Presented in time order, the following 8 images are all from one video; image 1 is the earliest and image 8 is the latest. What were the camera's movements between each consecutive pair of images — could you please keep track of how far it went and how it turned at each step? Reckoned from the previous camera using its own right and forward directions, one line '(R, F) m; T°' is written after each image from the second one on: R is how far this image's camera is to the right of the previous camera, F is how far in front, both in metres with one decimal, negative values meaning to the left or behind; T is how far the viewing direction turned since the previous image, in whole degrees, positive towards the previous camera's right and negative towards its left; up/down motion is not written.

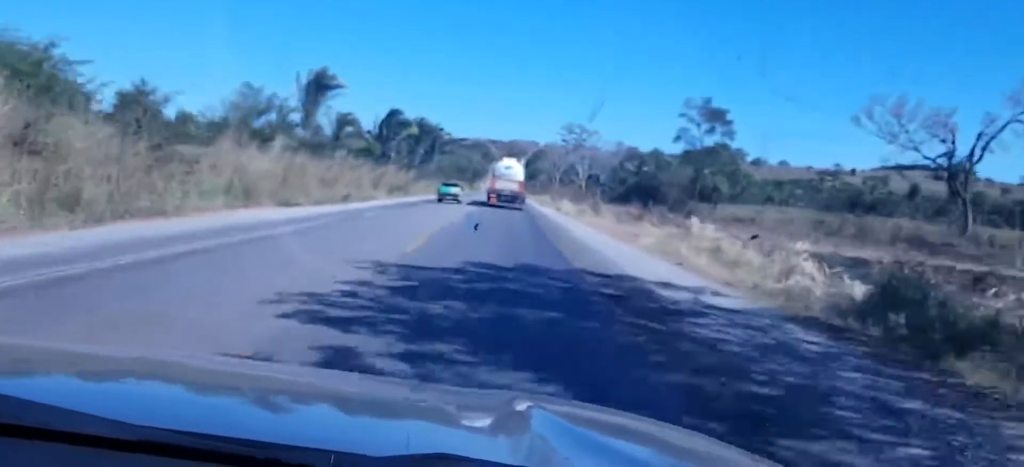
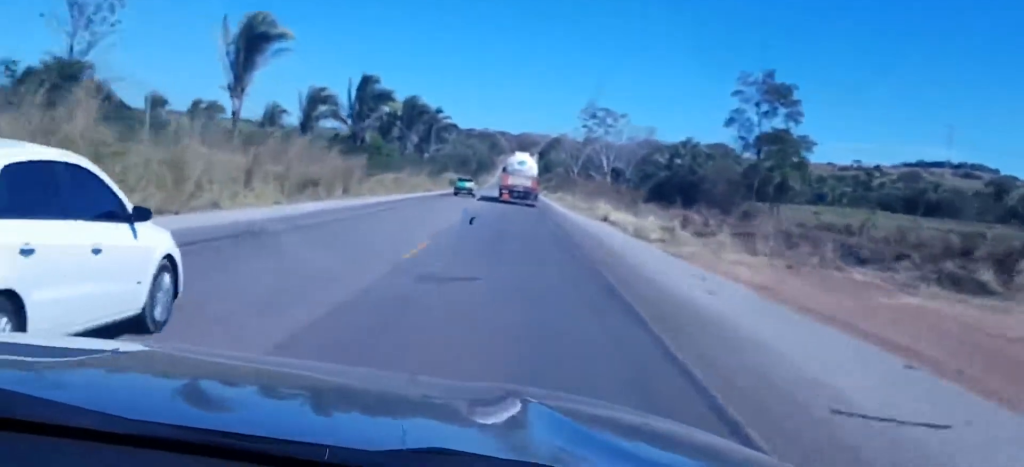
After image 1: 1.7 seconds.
(-0.8, +36.6) m; -2°
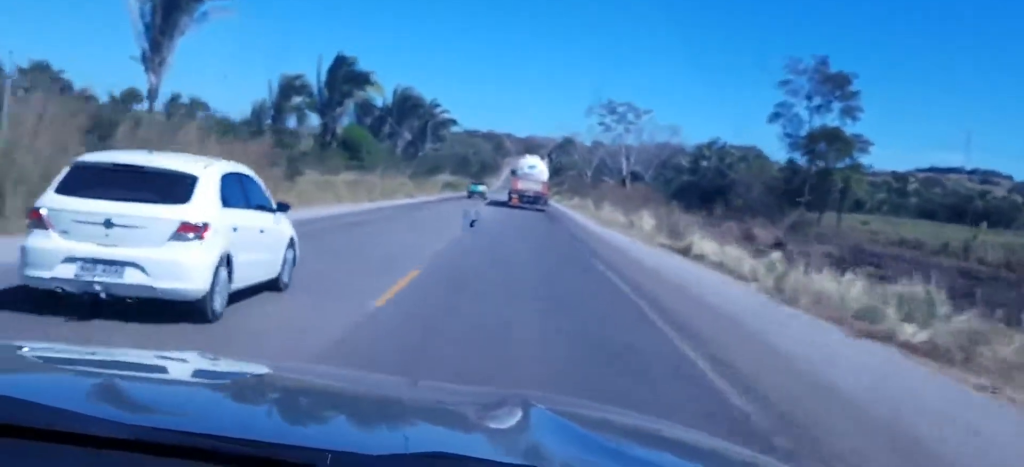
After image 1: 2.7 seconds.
(-0.3, +22.5) m; -2°
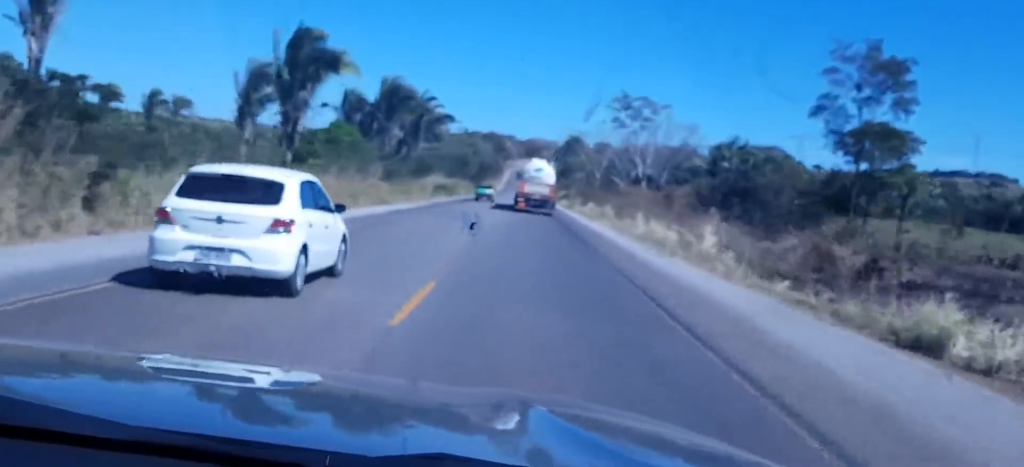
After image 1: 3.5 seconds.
(-0.4, +17.5) m; 0°
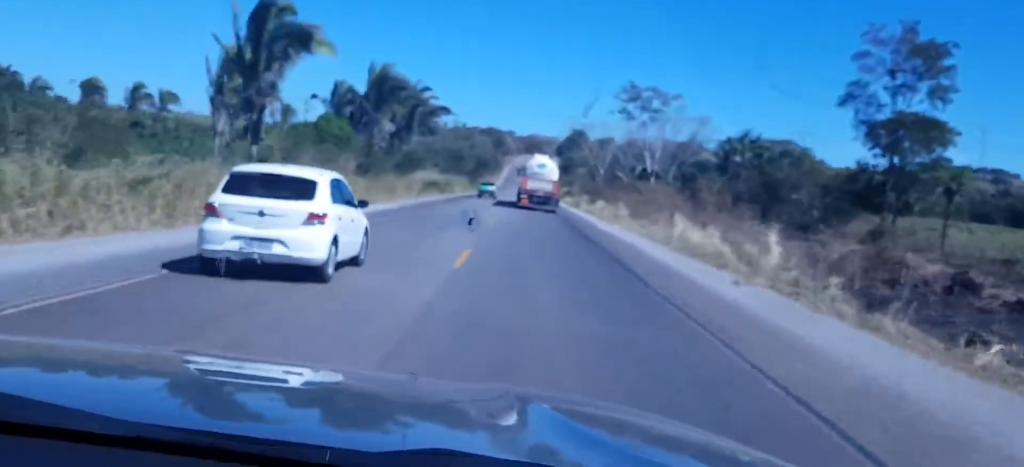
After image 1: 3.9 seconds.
(+0.1, +10.4) m; 0°
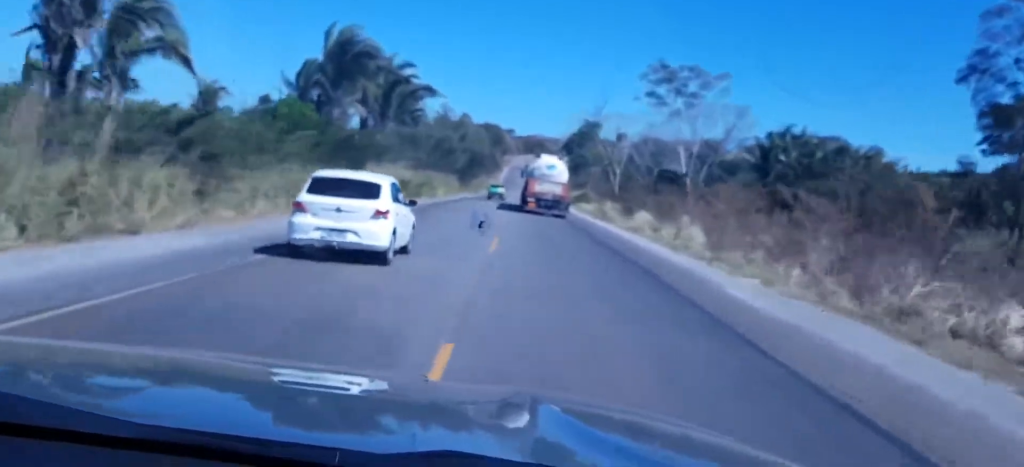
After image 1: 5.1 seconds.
(+0.3, +28.1) m; +1°
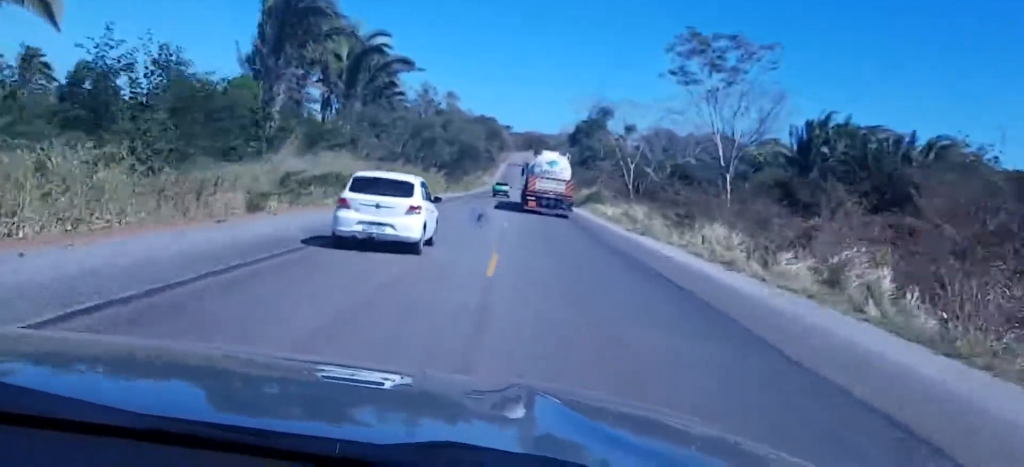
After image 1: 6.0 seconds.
(+0.1, +22.1) m; 0°
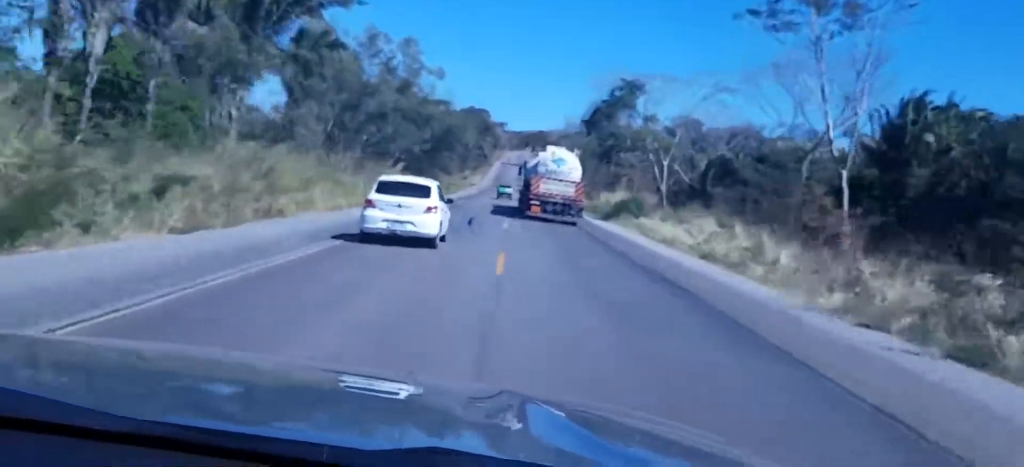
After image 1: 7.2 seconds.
(-0.1, +32.1) m; 0°
